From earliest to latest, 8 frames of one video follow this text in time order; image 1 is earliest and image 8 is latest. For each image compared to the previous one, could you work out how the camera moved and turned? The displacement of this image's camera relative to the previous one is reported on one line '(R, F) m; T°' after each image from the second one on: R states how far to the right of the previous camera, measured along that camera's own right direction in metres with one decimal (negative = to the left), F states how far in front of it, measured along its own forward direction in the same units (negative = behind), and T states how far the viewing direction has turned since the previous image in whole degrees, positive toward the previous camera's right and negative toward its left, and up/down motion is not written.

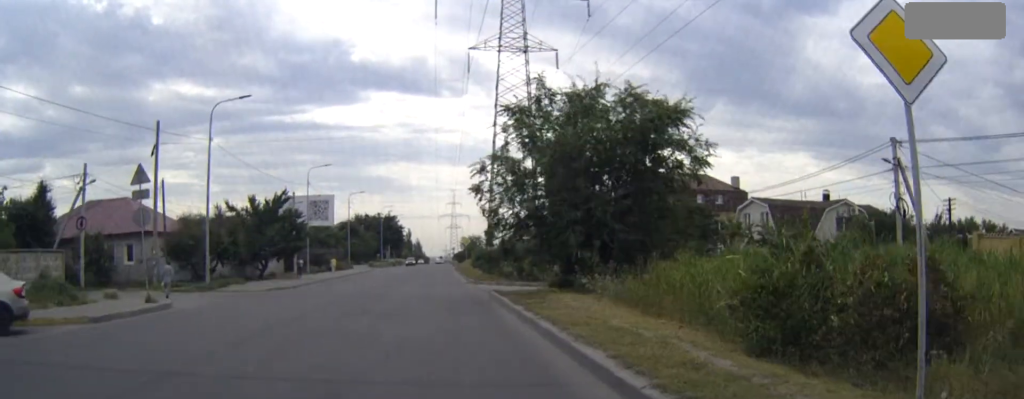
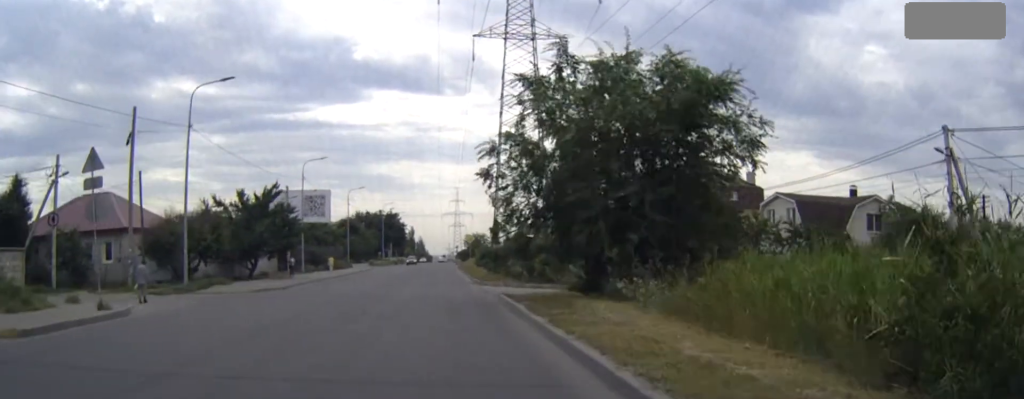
(0.0, +3.8) m; 0°
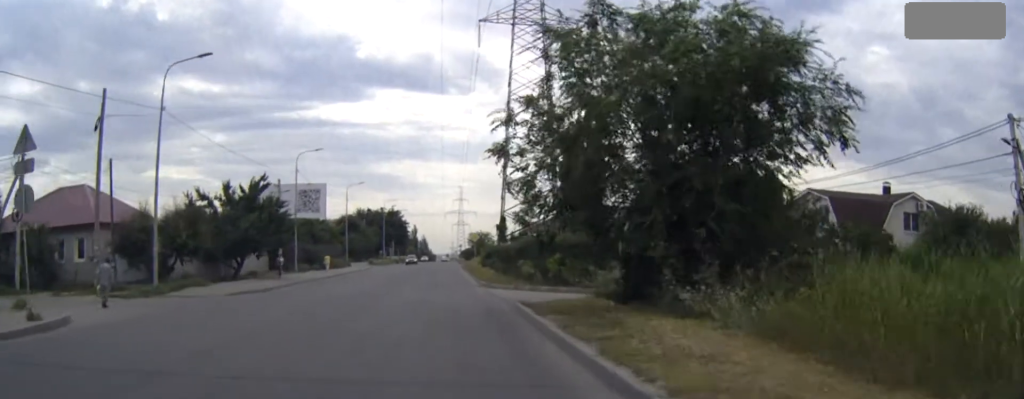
(0.0, +4.3) m; 0°
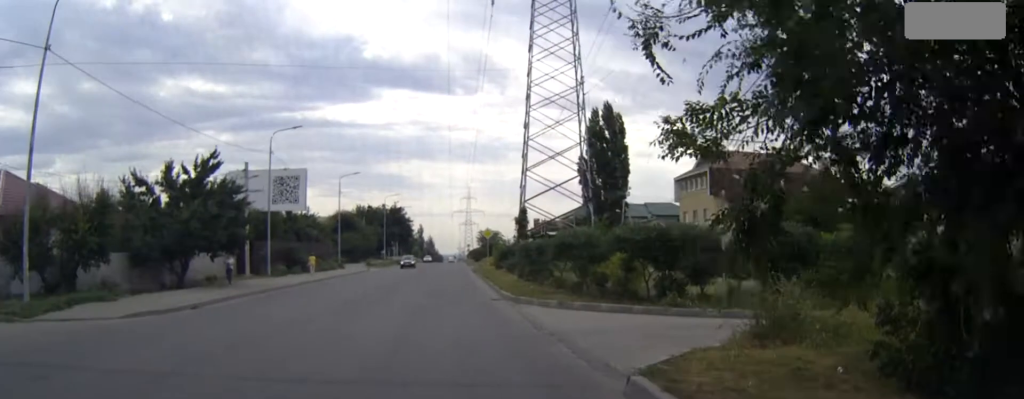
(0.0, +11.4) m; -1°
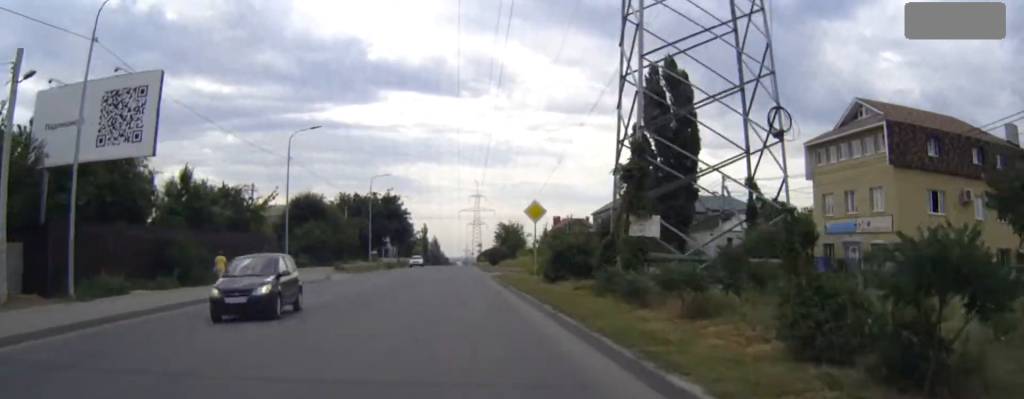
(-0.5, +28.7) m; -1°
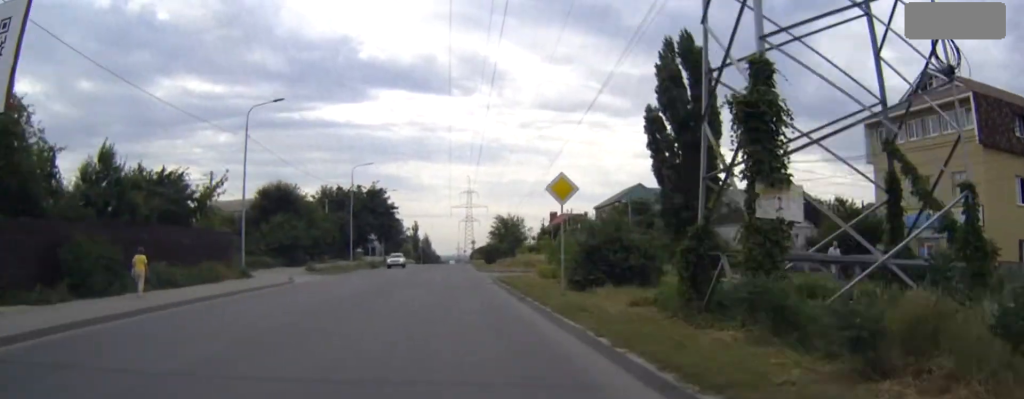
(0.0, +9.3) m; 0°
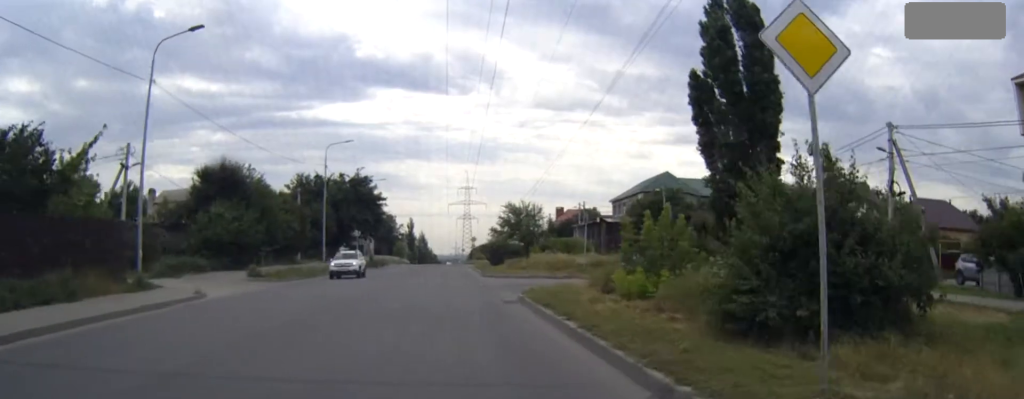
(+0.1, +15.0) m; +1°
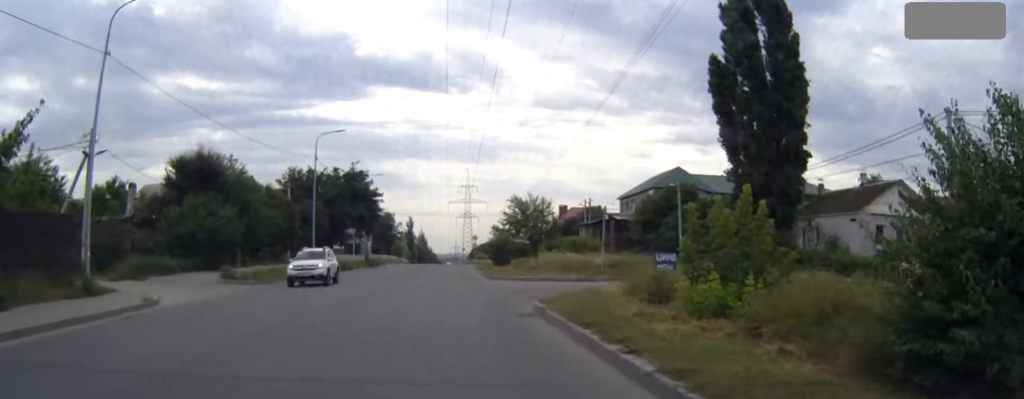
(0.0, +4.8) m; 0°
